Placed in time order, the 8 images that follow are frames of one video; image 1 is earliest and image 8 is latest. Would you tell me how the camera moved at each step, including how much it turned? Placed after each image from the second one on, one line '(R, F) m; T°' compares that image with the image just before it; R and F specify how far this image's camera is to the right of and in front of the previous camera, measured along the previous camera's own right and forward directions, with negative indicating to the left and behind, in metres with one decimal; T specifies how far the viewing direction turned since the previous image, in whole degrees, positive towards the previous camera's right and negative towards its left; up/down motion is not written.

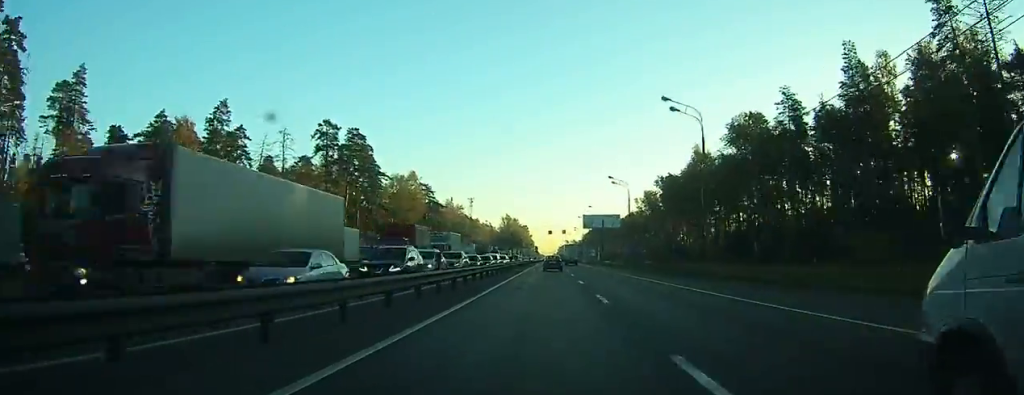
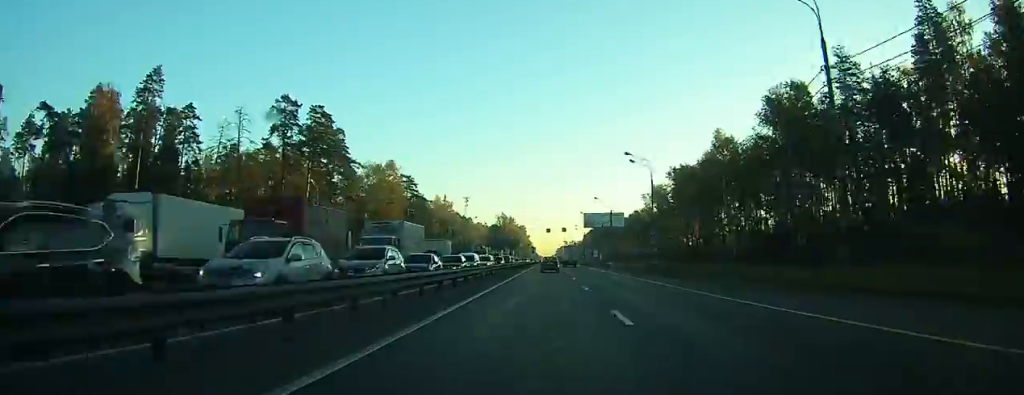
(0.0, +17.6) m; 0°
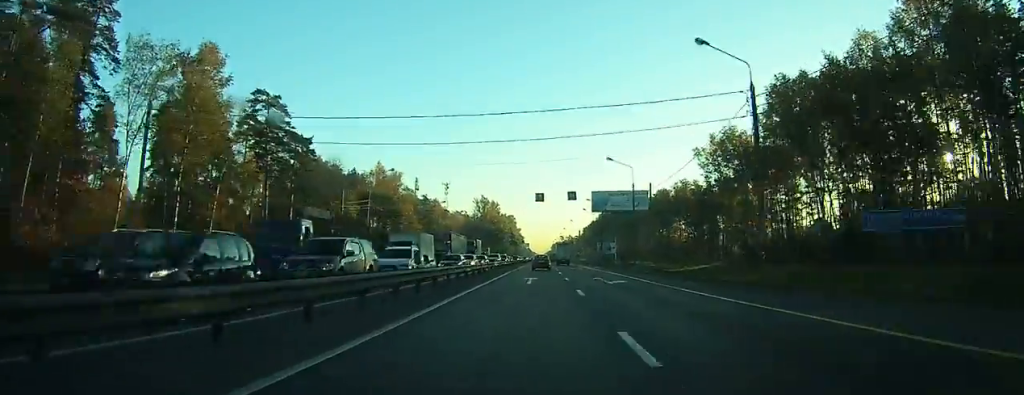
(0.0, +62.9) m; 0°
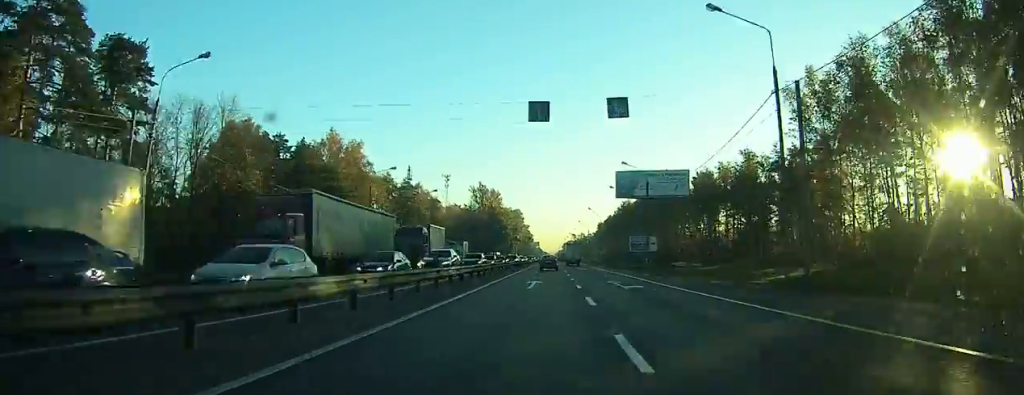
(0.0, +35.3) m; 0°
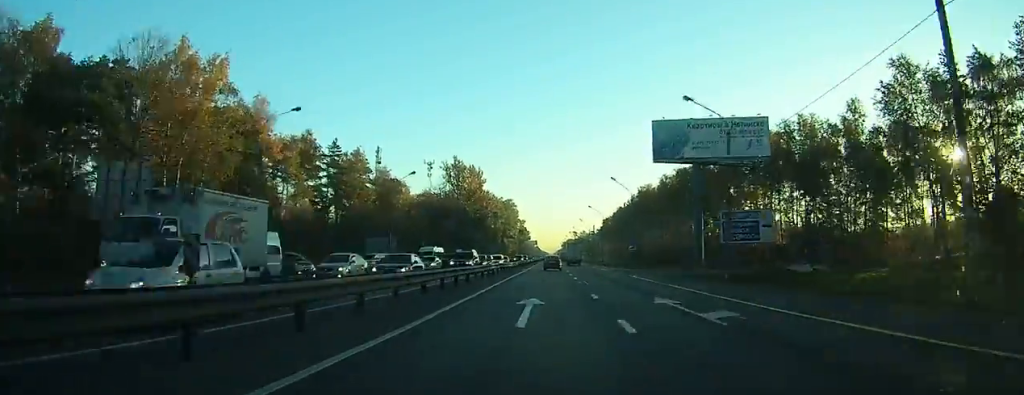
(-0.2, +45.4) m; 0°
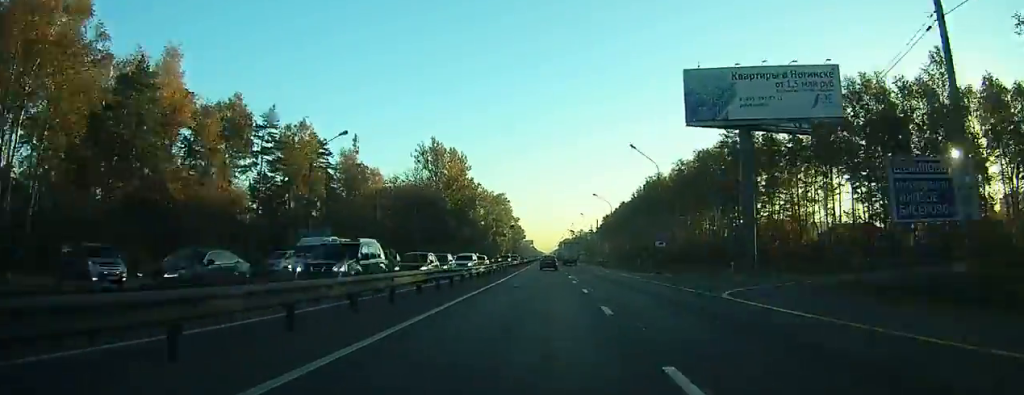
(0.0, +21.8) m; 0°
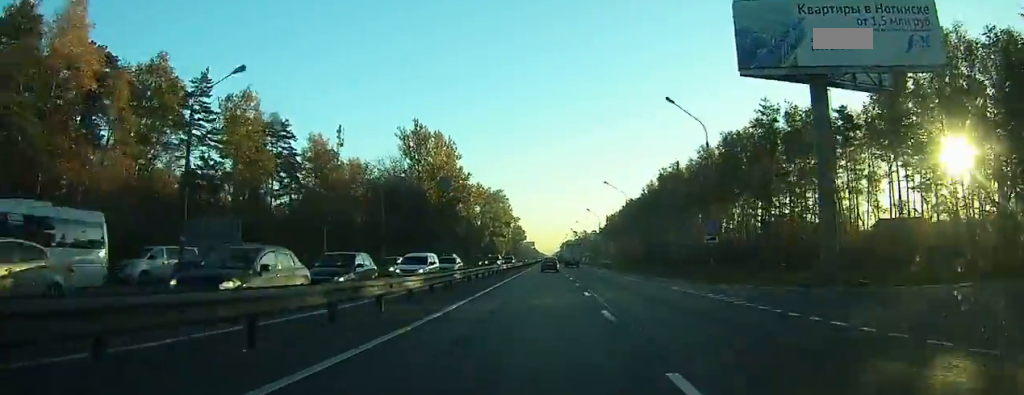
(+0.1, +16.3) m; 0°
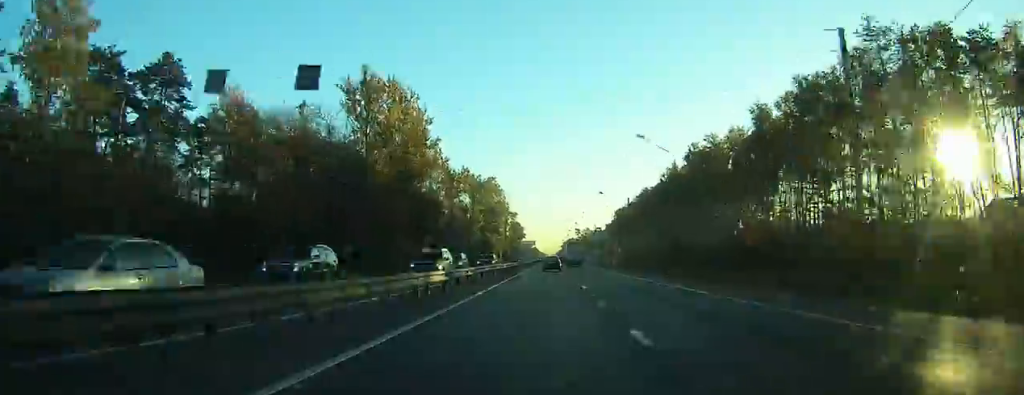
(+0.1, +27.2) m; 0°
